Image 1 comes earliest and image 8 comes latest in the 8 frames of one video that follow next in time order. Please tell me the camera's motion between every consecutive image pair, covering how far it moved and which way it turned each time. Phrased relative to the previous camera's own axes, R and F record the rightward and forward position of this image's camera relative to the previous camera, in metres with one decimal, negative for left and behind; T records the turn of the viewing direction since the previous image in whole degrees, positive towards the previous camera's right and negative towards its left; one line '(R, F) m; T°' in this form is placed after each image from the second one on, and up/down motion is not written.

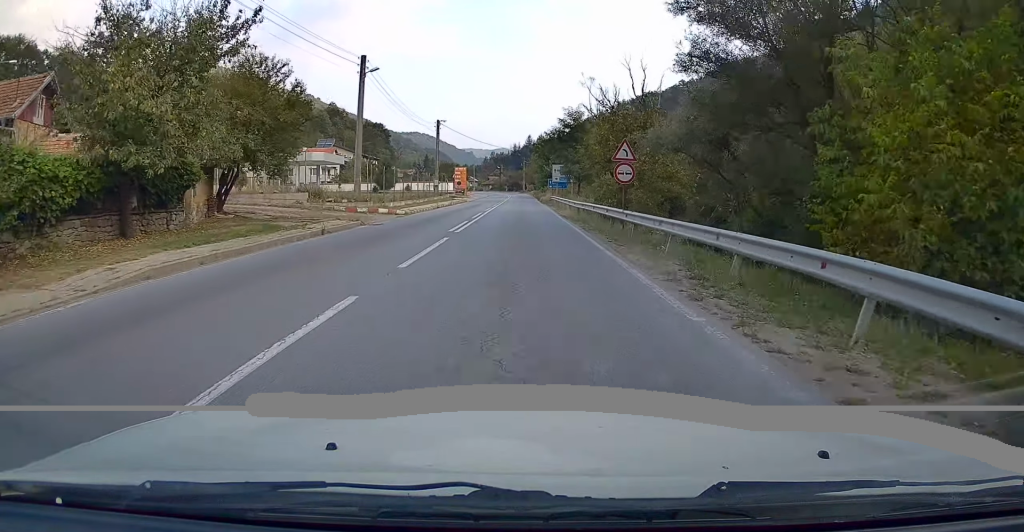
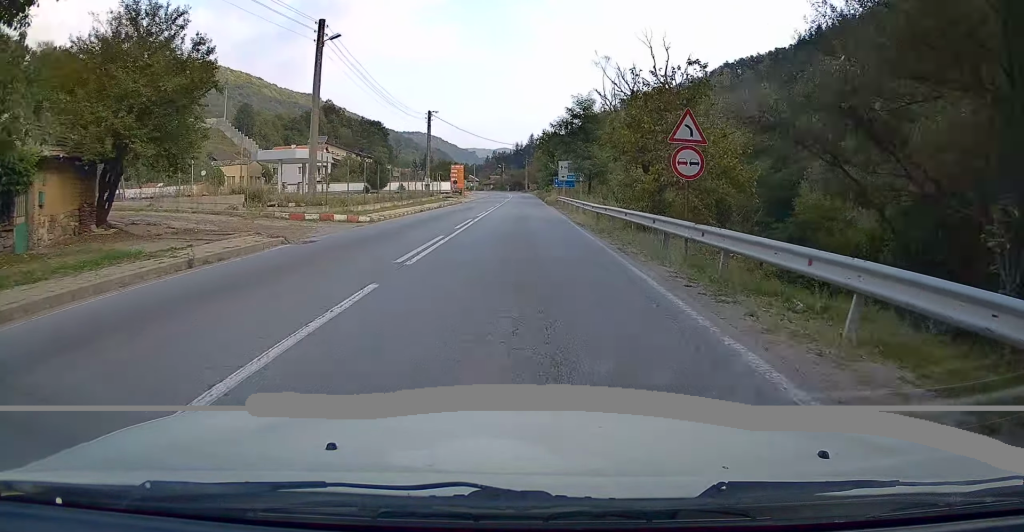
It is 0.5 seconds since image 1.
(+0.1, +8.0) m; 0°
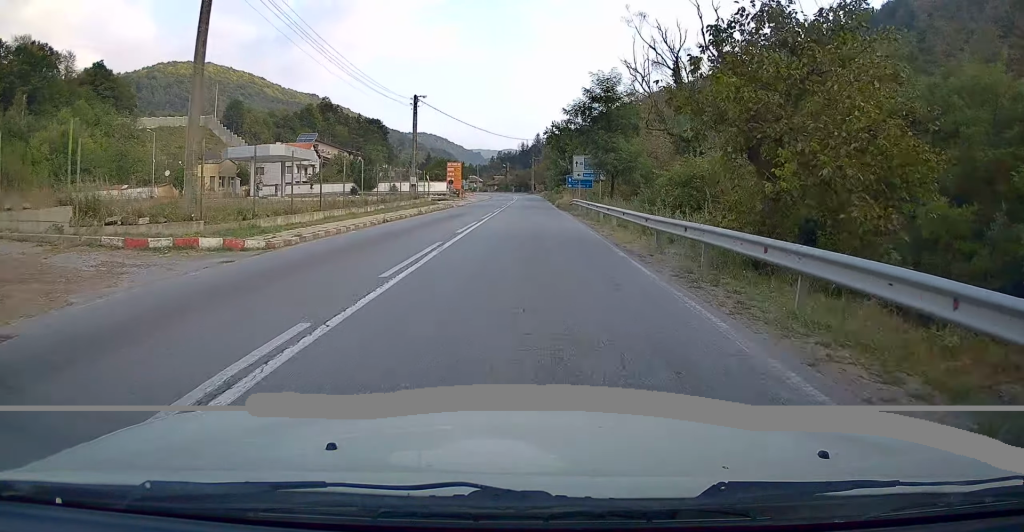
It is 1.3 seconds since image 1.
(0.0, +10.9) m; 0°
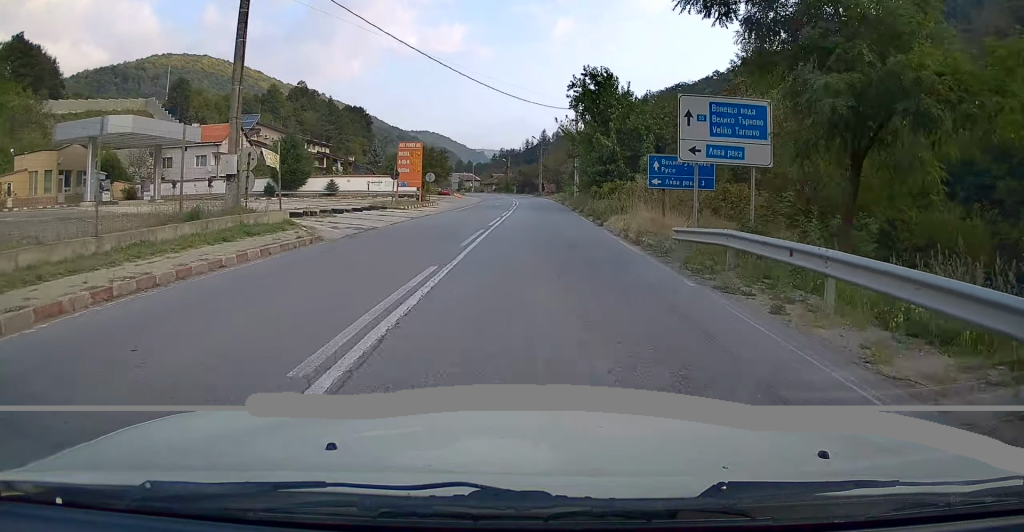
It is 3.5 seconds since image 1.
(-0.3, +32.8) m; -1°
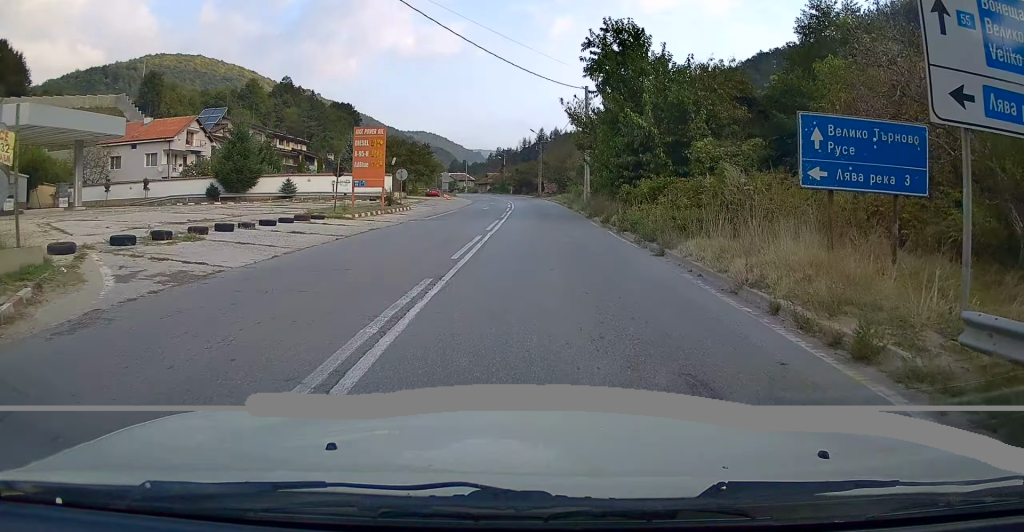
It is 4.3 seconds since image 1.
(0.0, +11.1) m; 0°
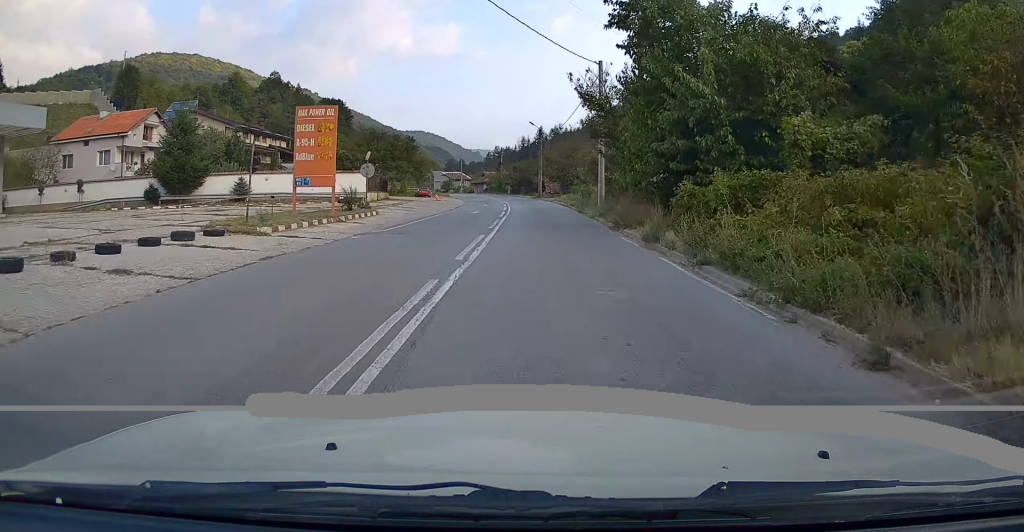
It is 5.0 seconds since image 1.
(+0.1, +8.8) m; 0°
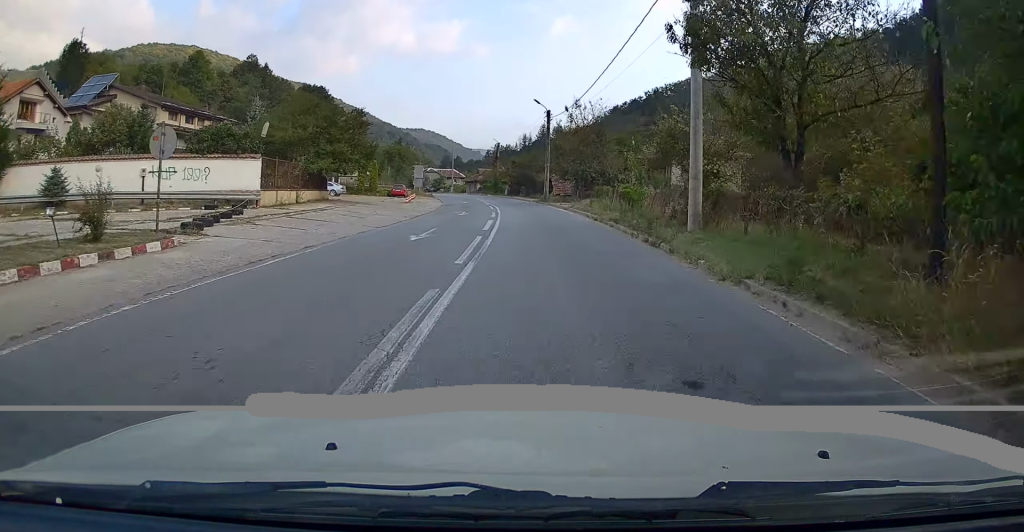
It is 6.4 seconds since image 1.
(-0.2, +19.0) m; -1°
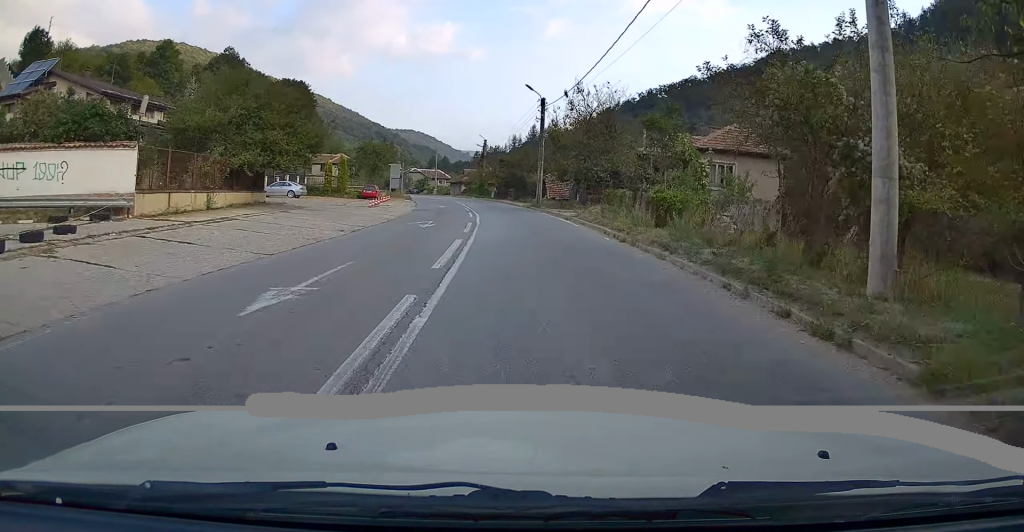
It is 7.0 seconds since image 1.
(0.0, +8.9) m; 0°
